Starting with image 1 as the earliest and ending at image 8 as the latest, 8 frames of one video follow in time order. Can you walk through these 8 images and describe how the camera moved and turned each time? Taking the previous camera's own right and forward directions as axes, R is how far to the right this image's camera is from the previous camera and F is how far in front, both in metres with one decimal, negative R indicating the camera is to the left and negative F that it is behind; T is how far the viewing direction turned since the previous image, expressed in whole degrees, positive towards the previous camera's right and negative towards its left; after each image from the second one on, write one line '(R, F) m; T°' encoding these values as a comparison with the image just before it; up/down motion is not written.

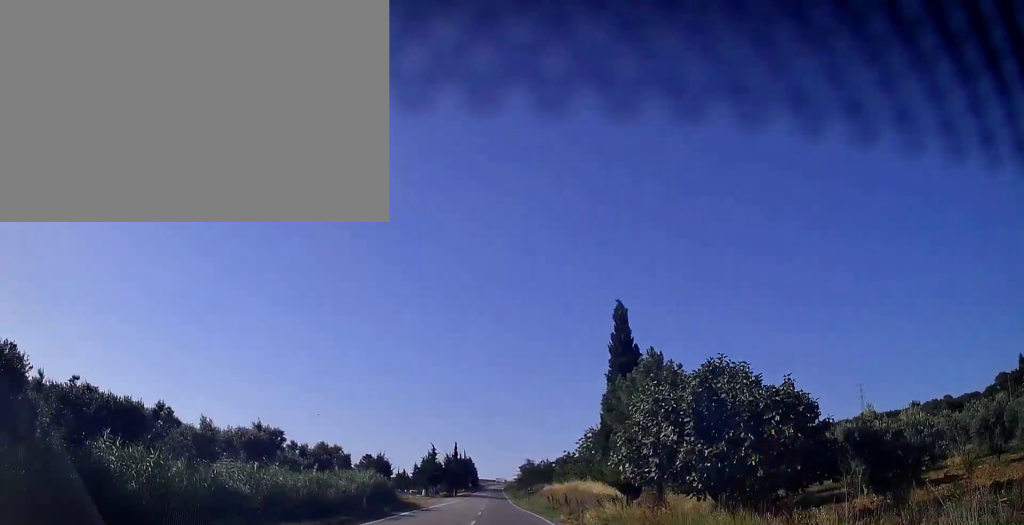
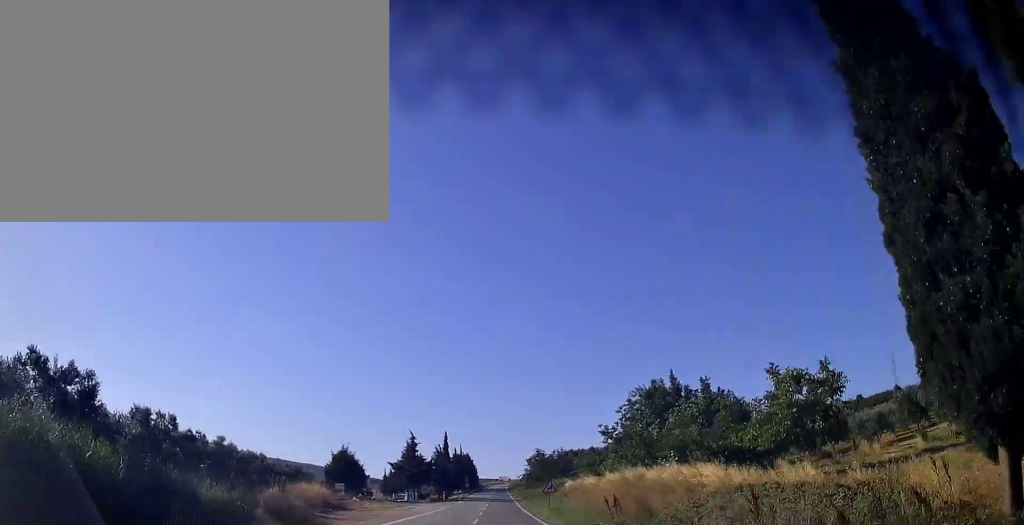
(-0.1, +27.9) m; 0°
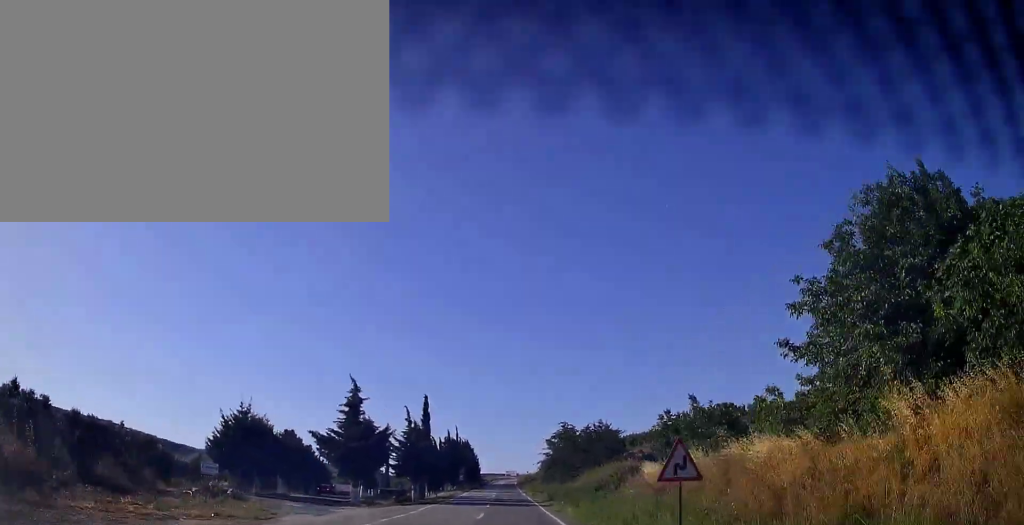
(-0.2, +35.8) m; -1°
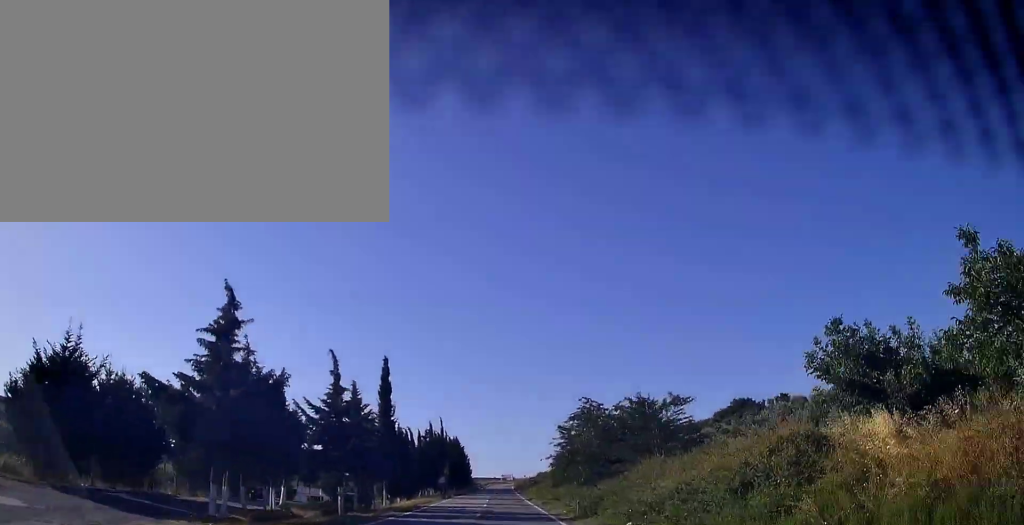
(0.0, +22.2) m; 0°
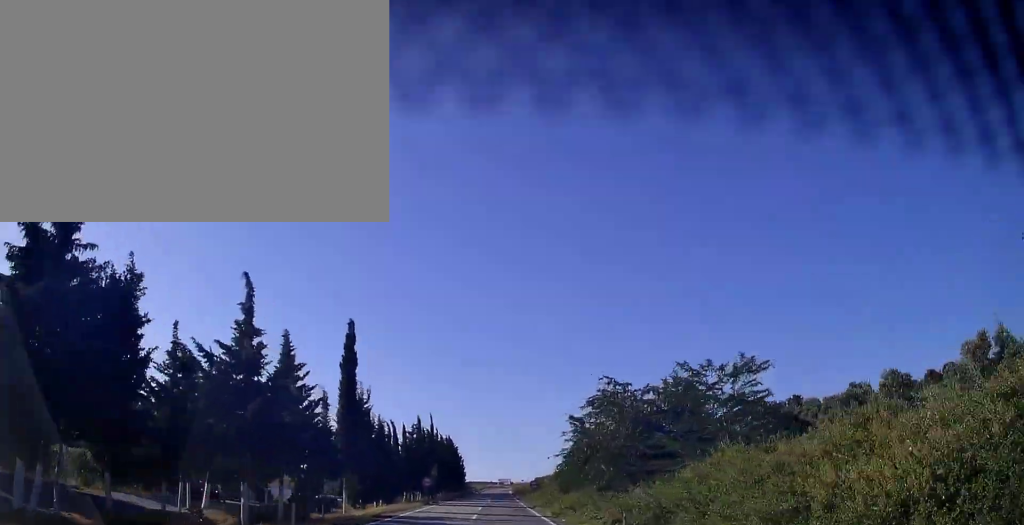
(0.0, +11.1) m; 0°
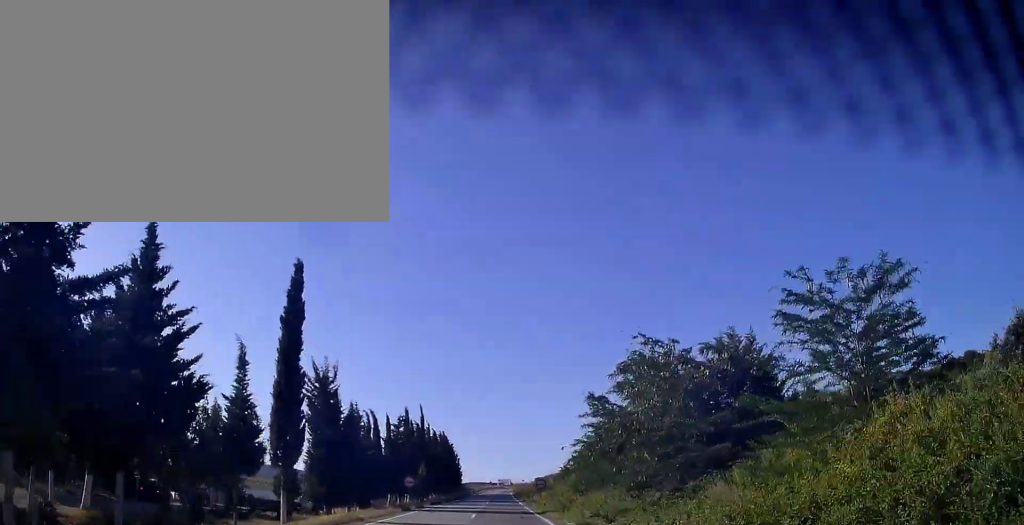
(0.0, +10.3) m; 0°
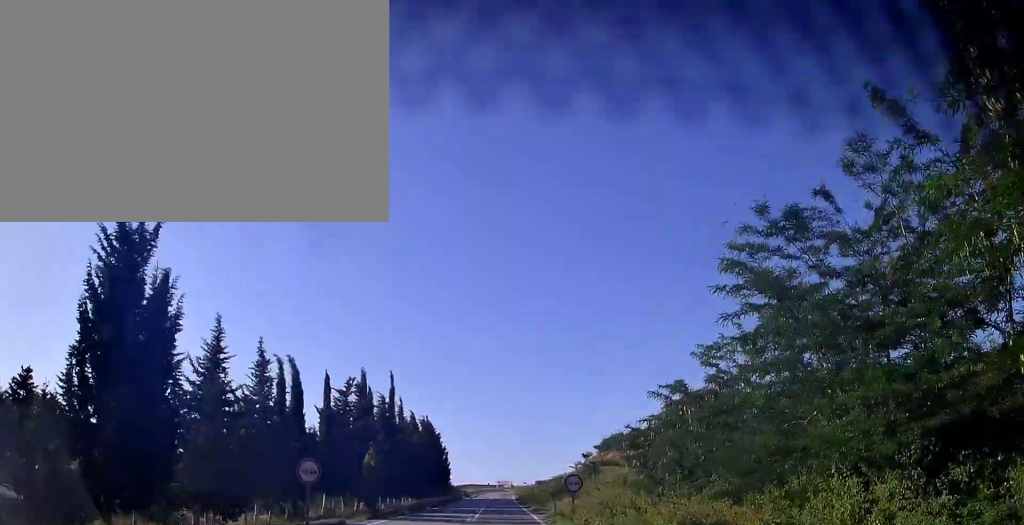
(+0.2, +23.5) m; +1°
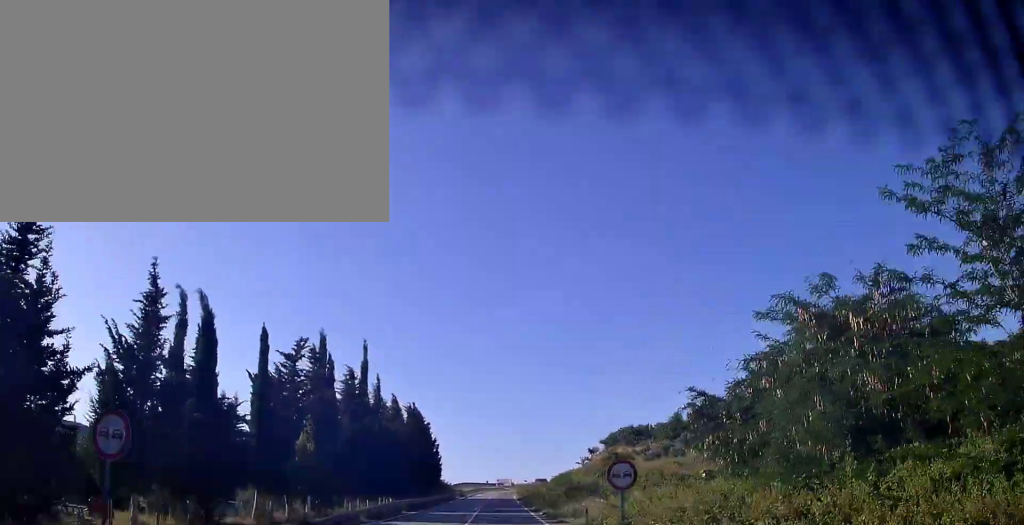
(0.0, +11.6) m; 0°
